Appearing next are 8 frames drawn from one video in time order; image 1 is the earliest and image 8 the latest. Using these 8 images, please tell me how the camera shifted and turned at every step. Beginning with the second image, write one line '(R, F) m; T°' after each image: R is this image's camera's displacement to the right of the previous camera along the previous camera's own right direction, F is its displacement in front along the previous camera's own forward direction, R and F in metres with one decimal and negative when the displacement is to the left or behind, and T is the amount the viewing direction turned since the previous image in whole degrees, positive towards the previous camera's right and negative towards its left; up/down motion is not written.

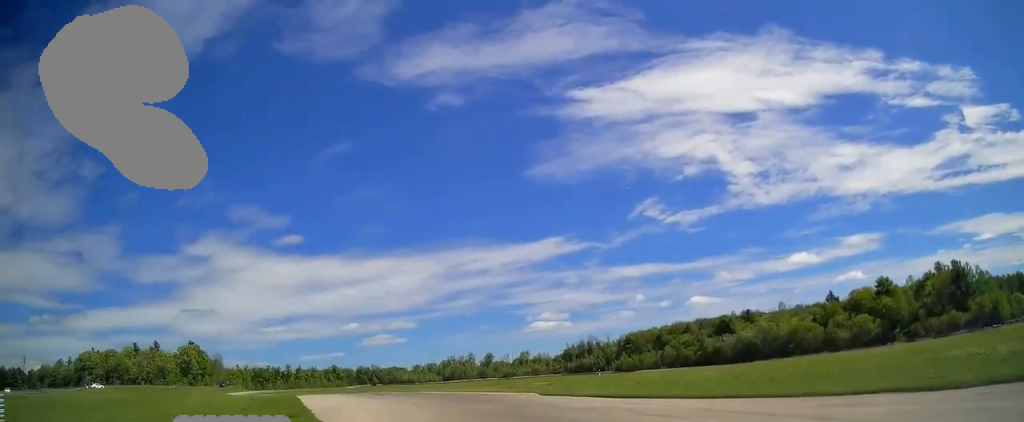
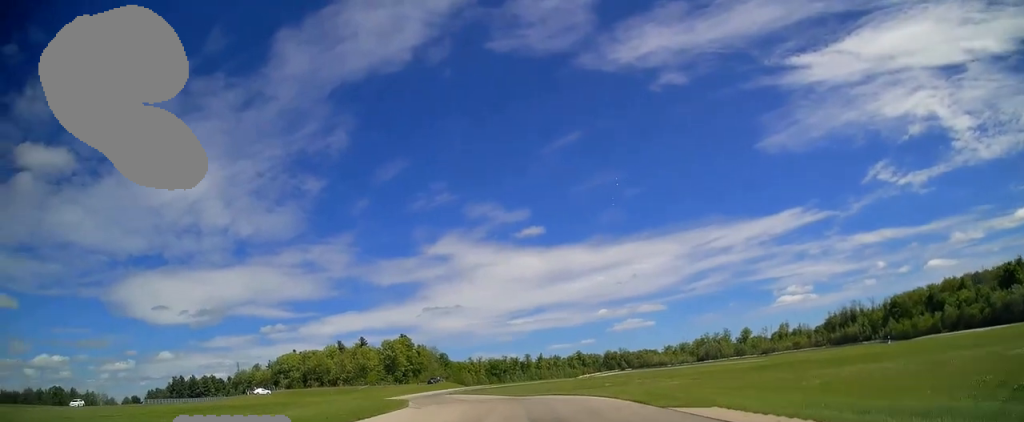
(-10.0, +40.4) m; -23°
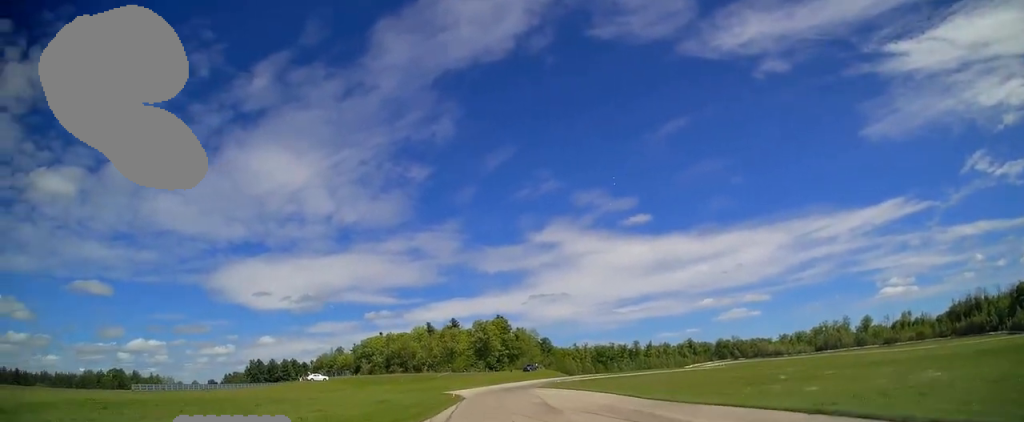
(-3.1, +28.7) m; -8°
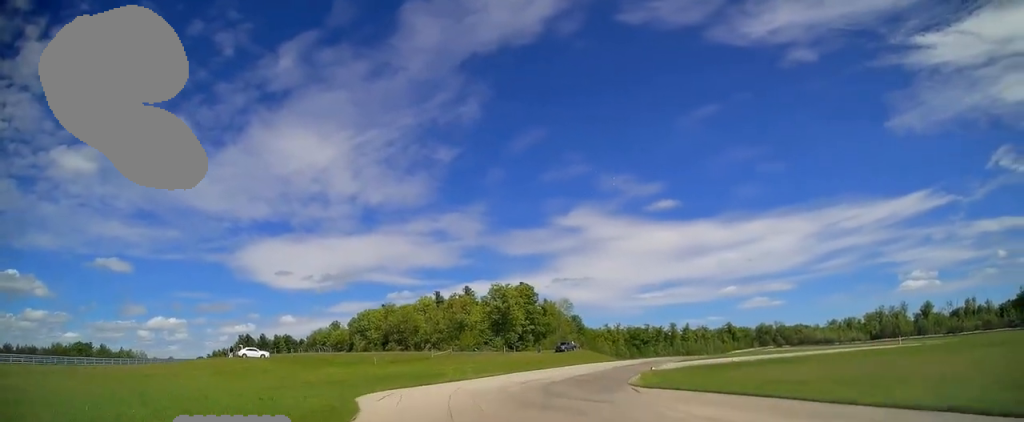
(-1.9, +41.9) m; +2°
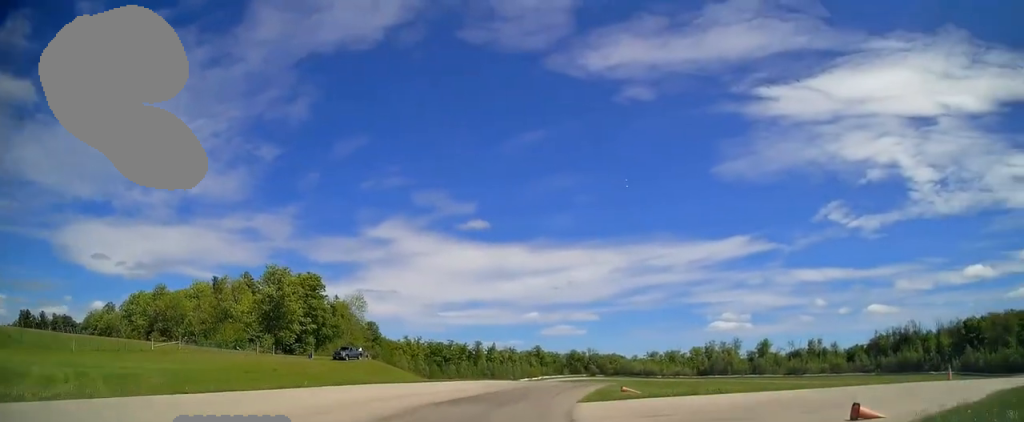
(+2.9, +32.7) m; +12°
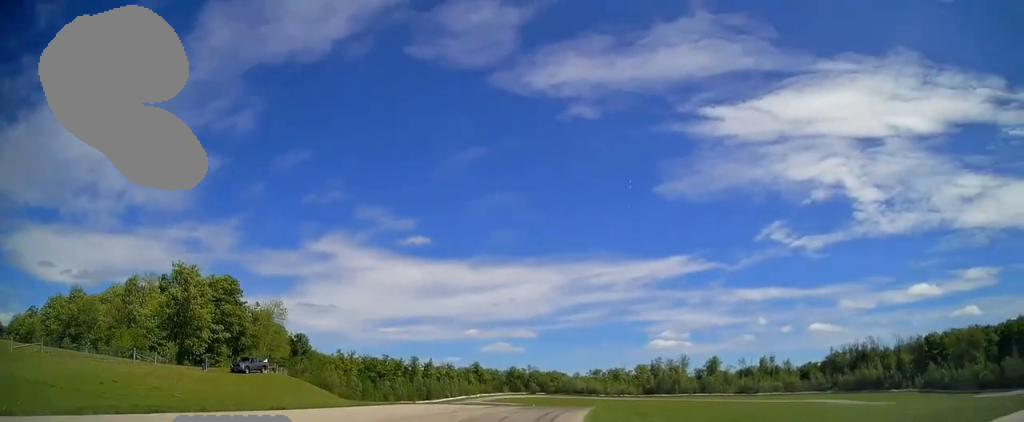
(+1.2, +13.9) m; +5°
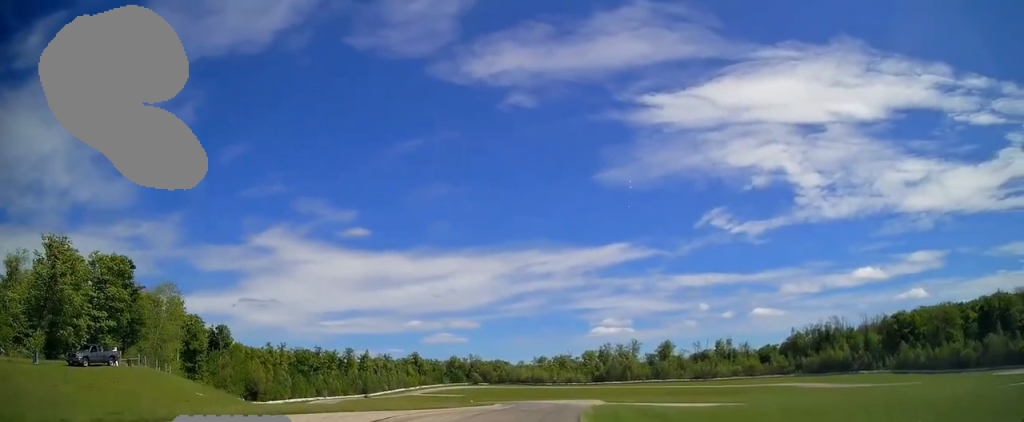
(+1.0, +18.9) m; +7°
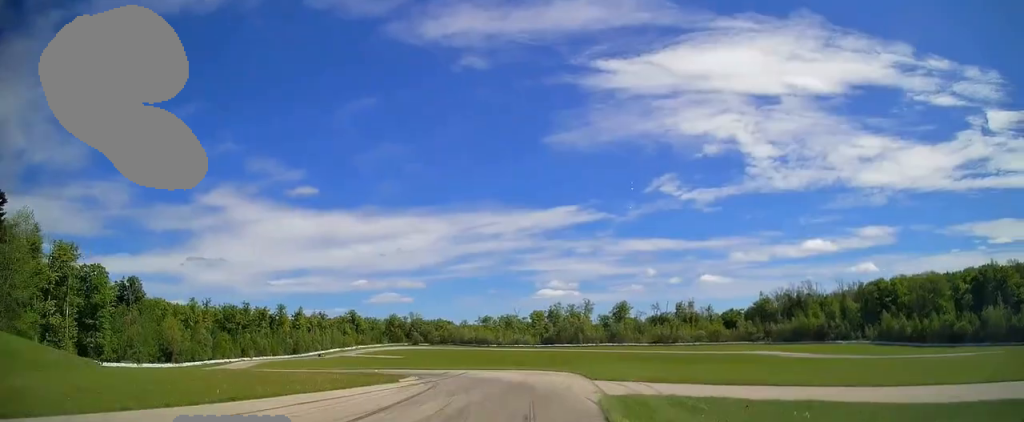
(+1.7, +22.2) m; +2°
